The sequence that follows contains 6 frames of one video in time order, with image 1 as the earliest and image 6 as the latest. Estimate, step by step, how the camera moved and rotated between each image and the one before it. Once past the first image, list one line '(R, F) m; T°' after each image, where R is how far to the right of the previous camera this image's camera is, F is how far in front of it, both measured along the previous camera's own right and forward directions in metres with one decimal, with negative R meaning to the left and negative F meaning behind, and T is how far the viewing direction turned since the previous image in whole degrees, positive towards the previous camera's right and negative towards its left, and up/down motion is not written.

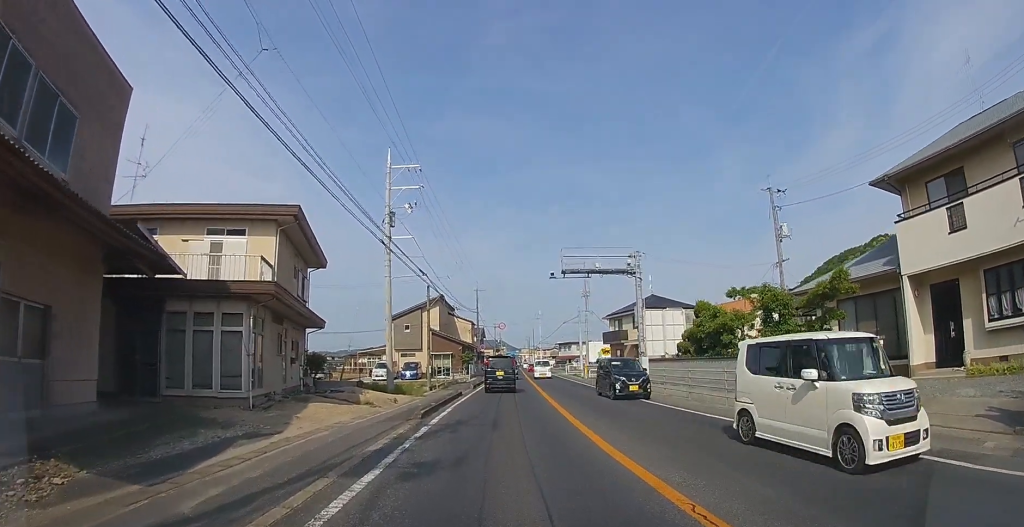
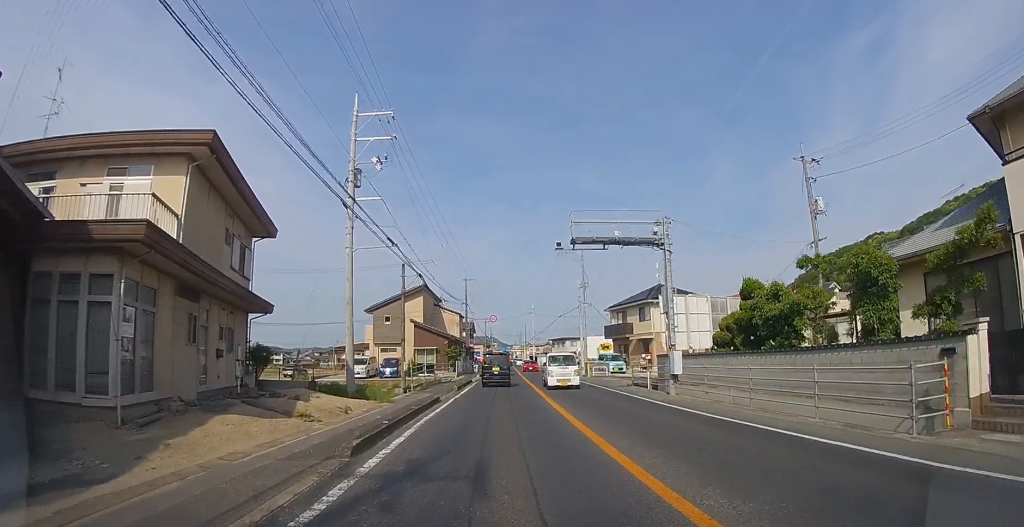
(0.0, +5.2) m; +1°
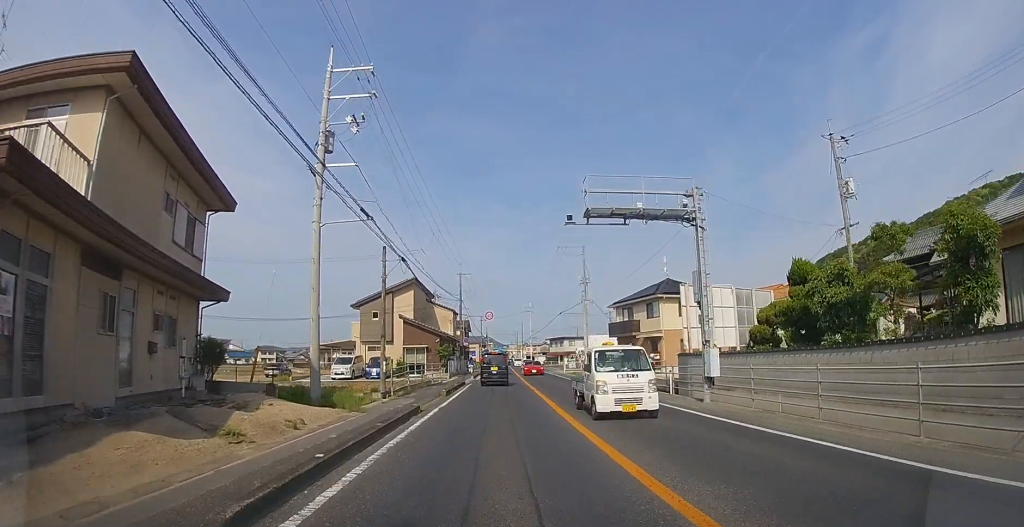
(0.0, +3.1) m; +1°
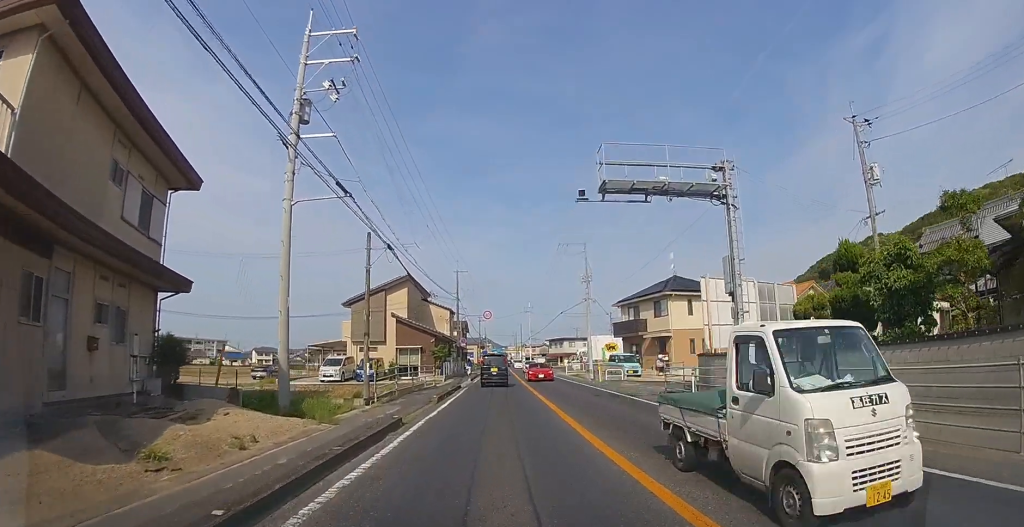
(0.0, +2.2) m; +1°
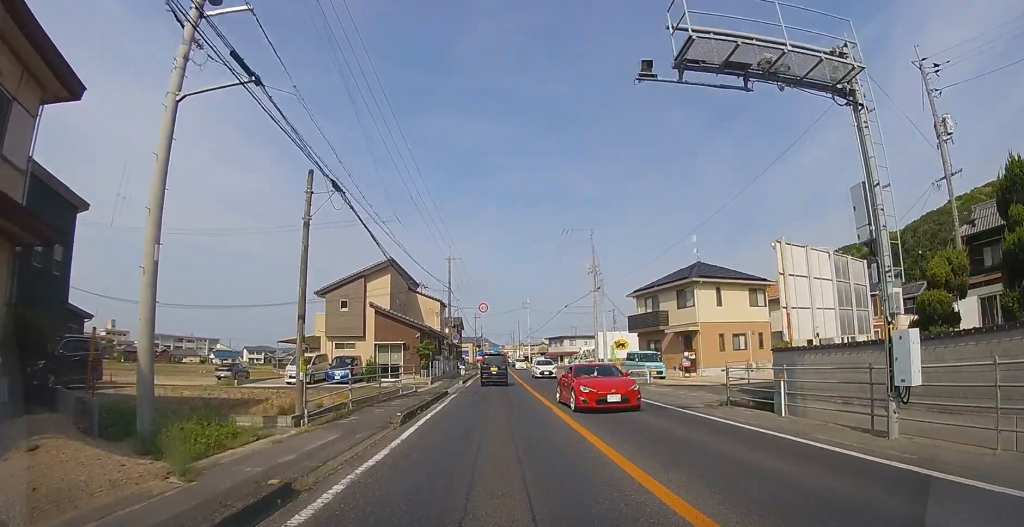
(0.0, +5.5) m; +1°
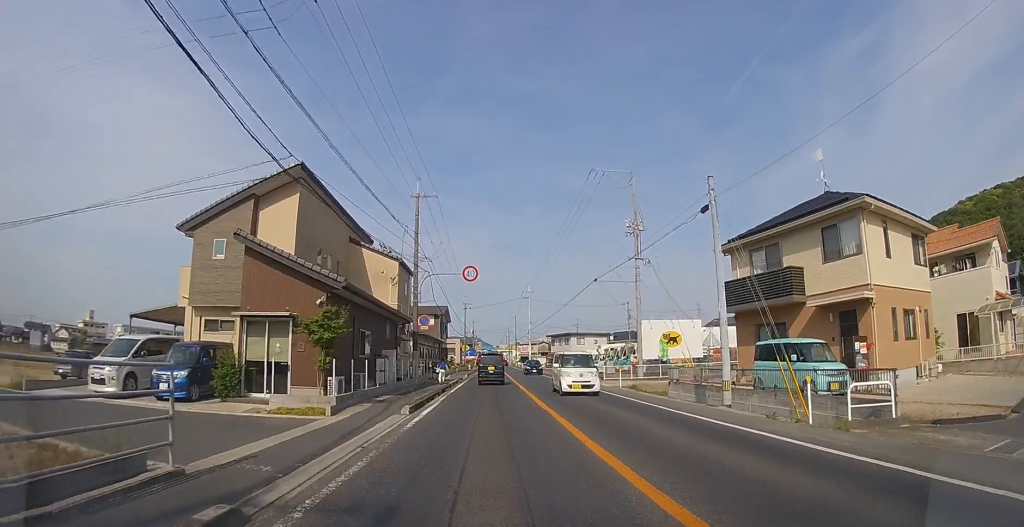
(+0.1, +16.0) m; +1°
